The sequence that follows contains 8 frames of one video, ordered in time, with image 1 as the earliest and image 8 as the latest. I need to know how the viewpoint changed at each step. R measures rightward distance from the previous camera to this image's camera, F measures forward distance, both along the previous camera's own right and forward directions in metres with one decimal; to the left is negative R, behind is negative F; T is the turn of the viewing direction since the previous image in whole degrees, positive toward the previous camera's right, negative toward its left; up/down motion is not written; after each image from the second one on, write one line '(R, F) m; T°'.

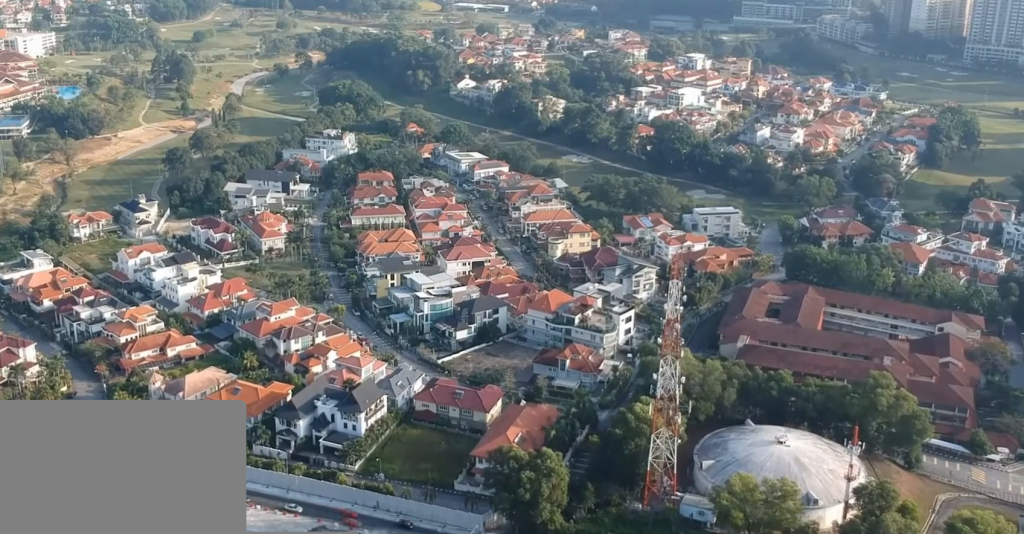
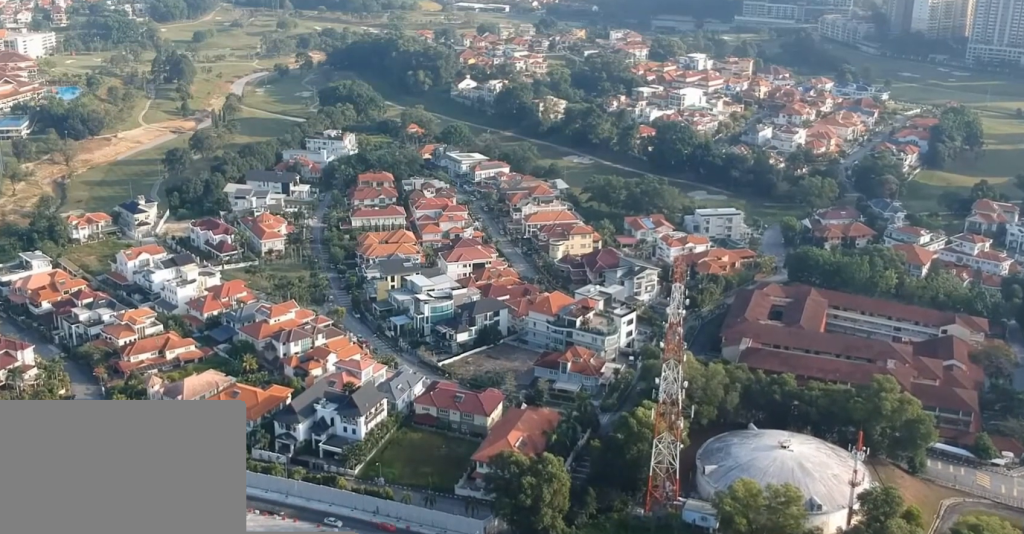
(0.0, +2.5) m; -1°
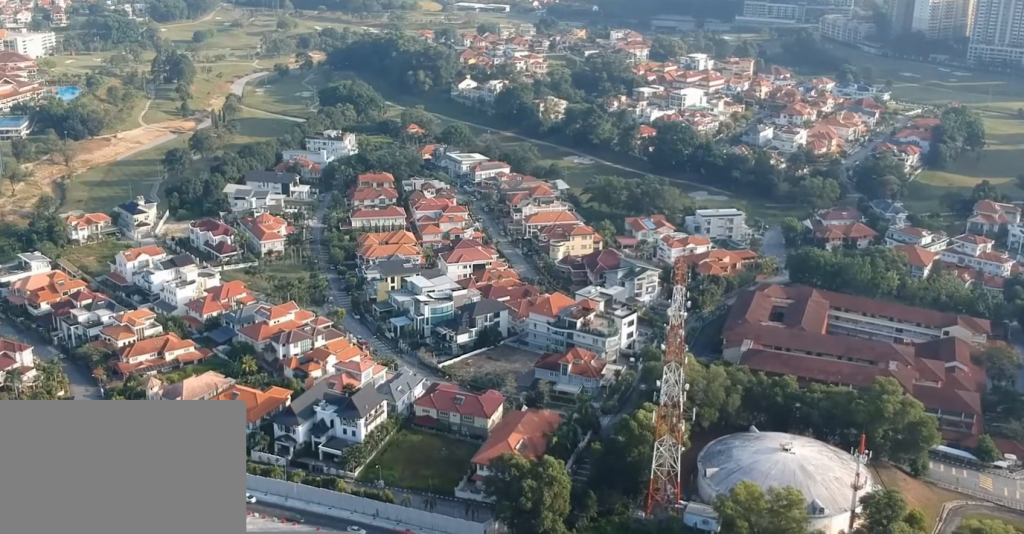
(0.0, +1.3) m; 0°
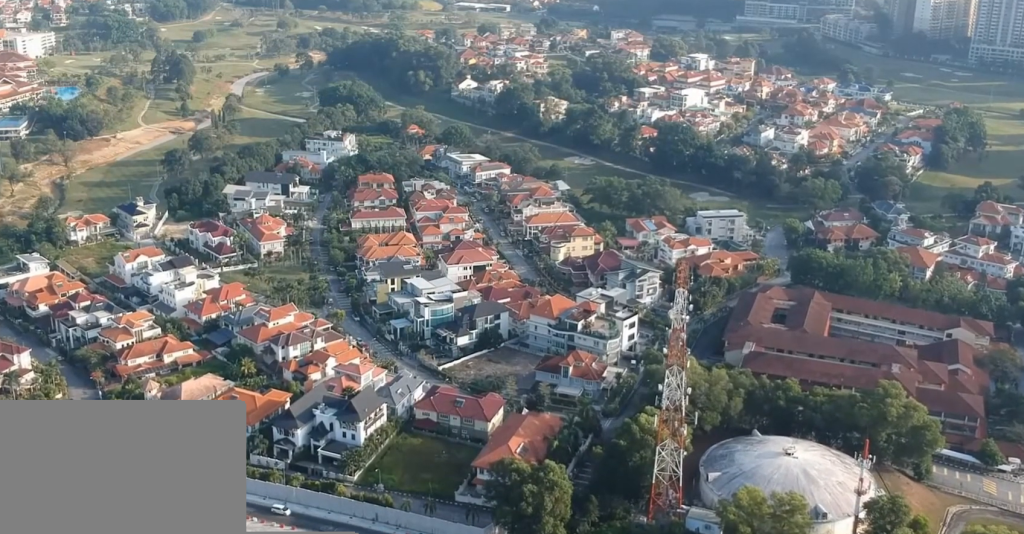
(0.0, +2.1) m; 0°
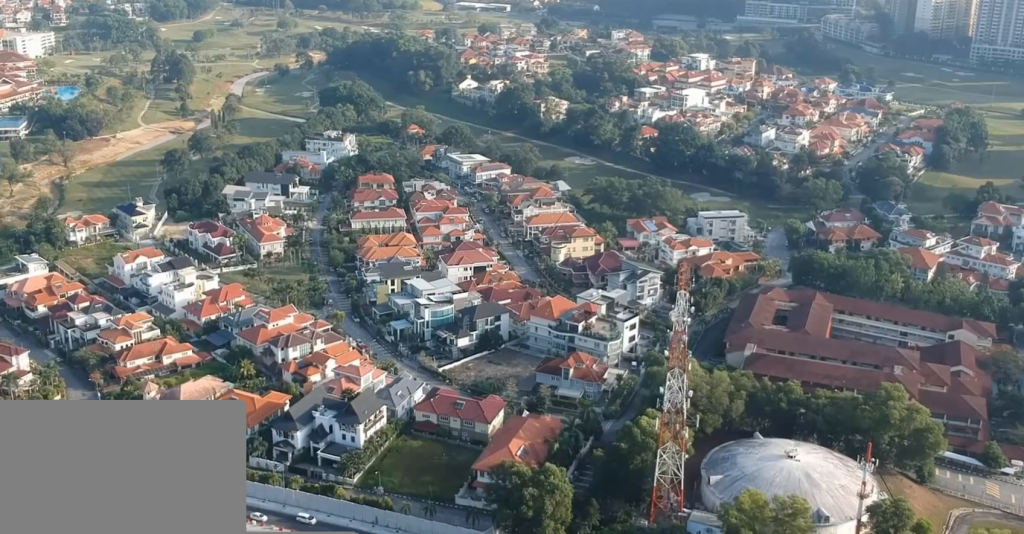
(0.0, +1.6) m; 0°
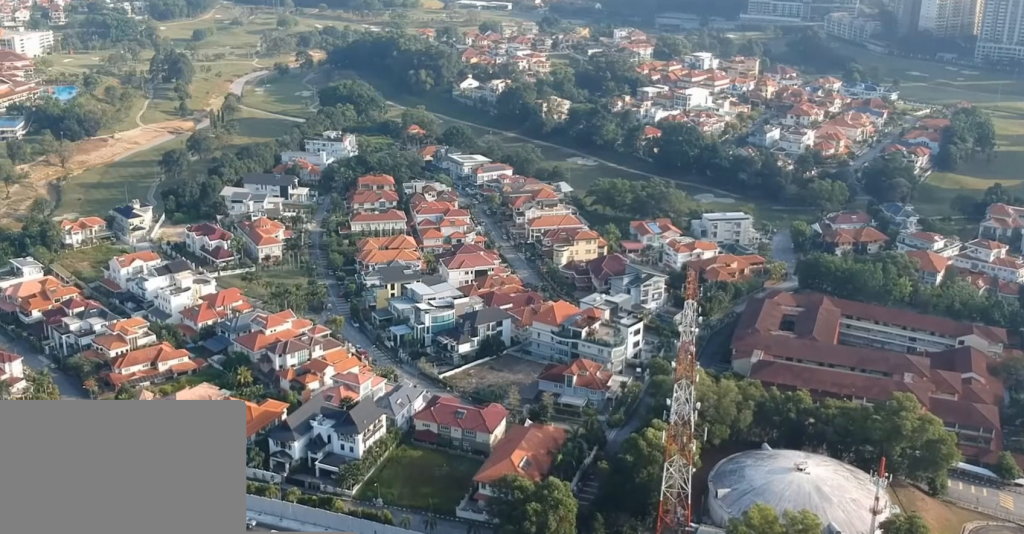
(+0.1, +6.8) m; 0°
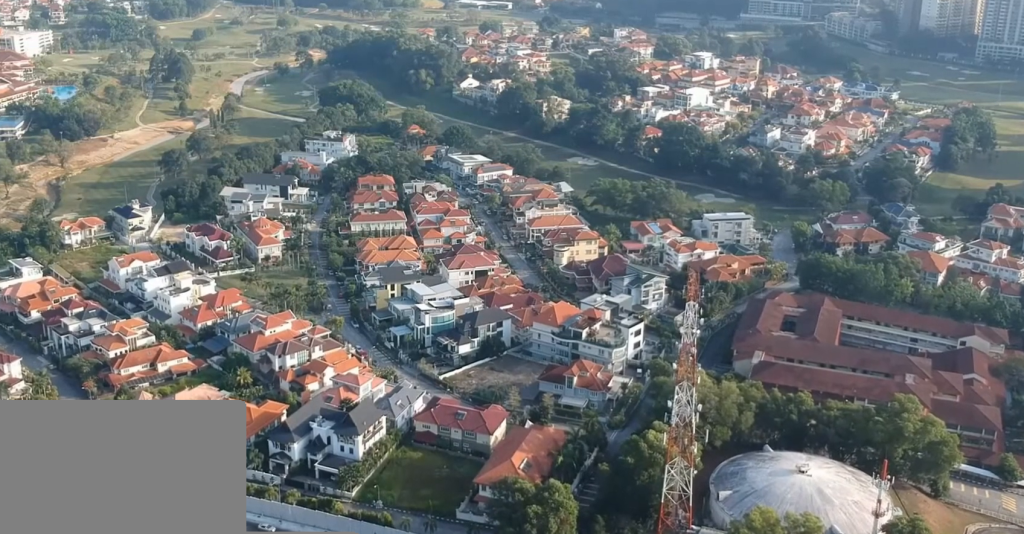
(0.0, +1.2) m; -1°
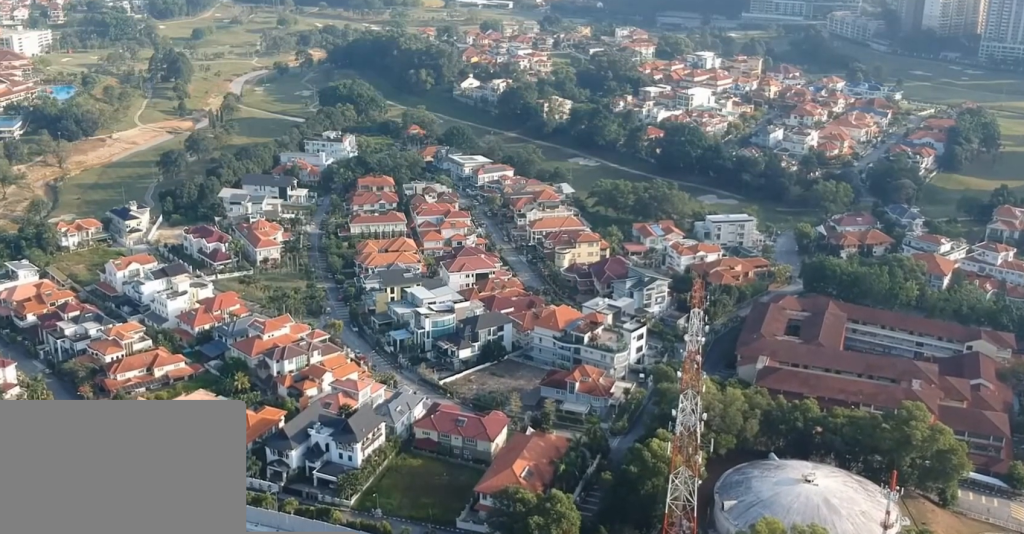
(-0.1, +4.4) m; -2°
